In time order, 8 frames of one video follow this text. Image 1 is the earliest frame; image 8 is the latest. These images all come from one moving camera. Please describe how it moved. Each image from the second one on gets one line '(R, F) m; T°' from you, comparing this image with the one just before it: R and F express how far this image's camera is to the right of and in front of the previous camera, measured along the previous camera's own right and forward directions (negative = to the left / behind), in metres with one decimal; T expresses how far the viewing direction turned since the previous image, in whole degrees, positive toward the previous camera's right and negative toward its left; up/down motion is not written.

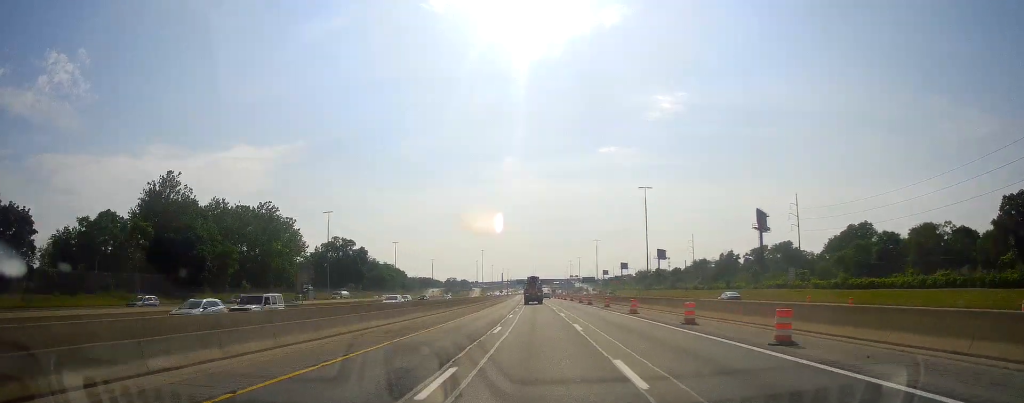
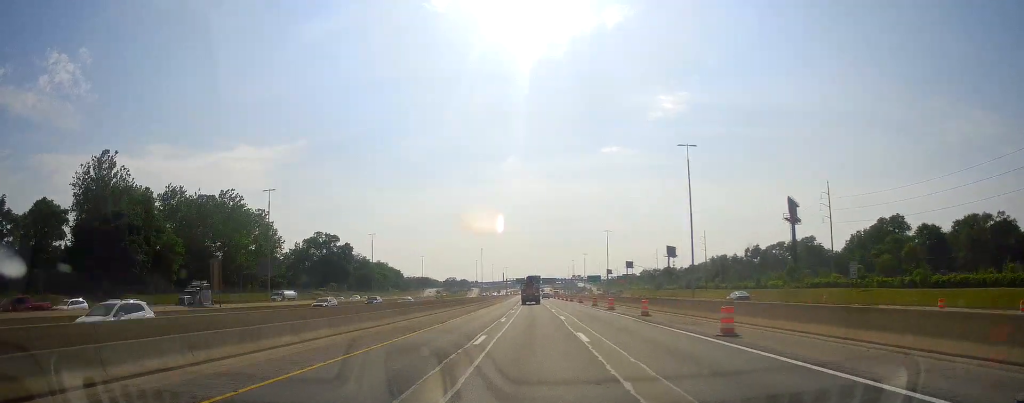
(+0.1, +20.4) m; 0°
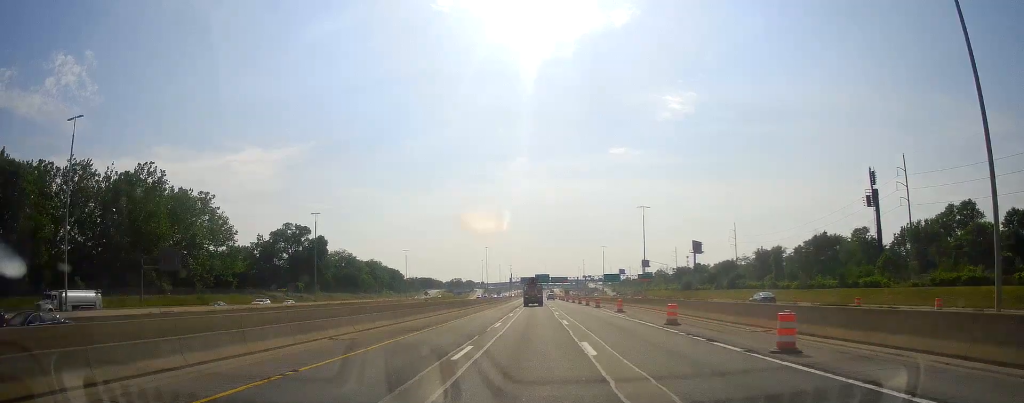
(0.0, +34.5) m; 0°
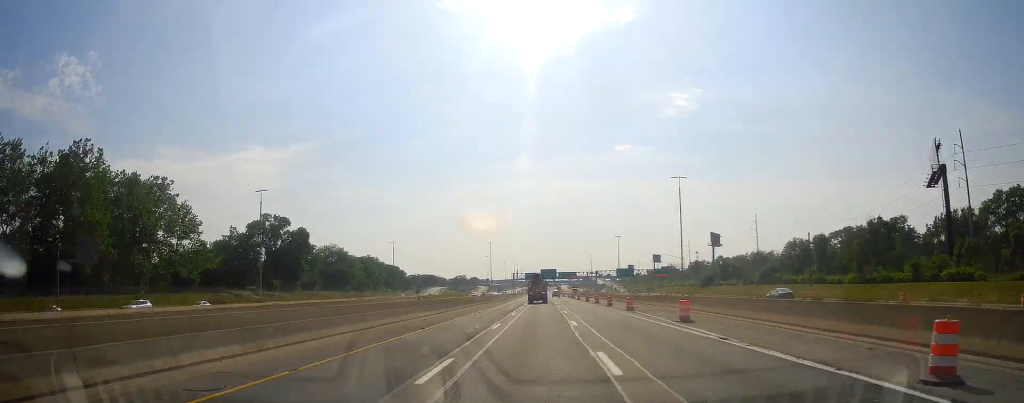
(-0.2, +19.5) m; 0°
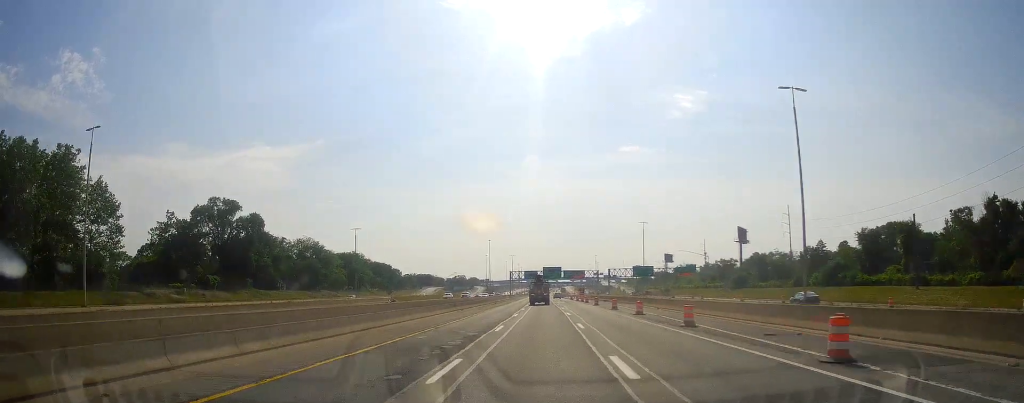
(+0.5, +30.6) m; -1°
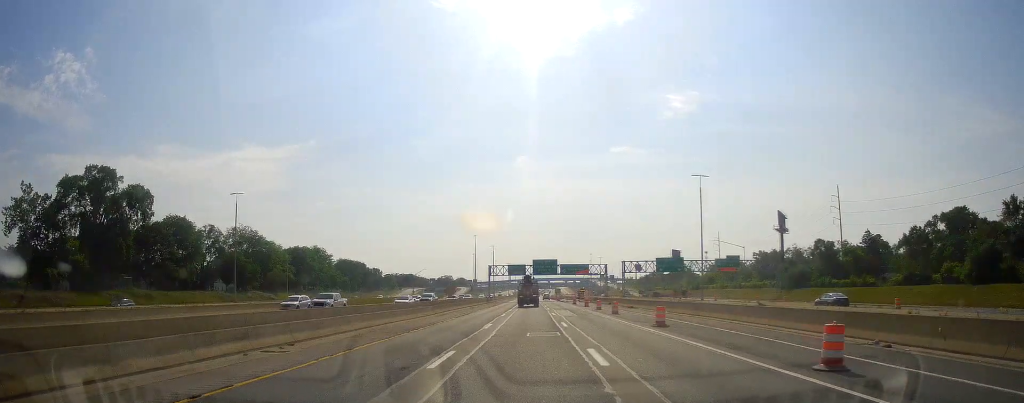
(-0.7, +42.8) m; 0°
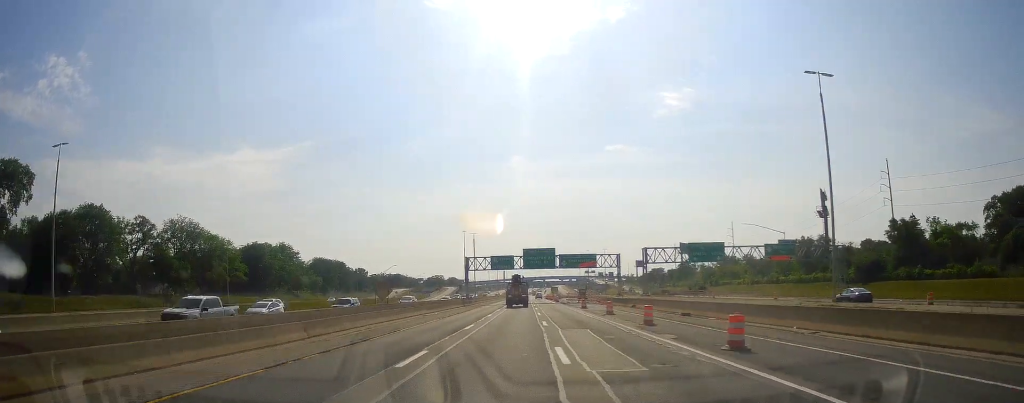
(+0.6, +30.1) m; +1°
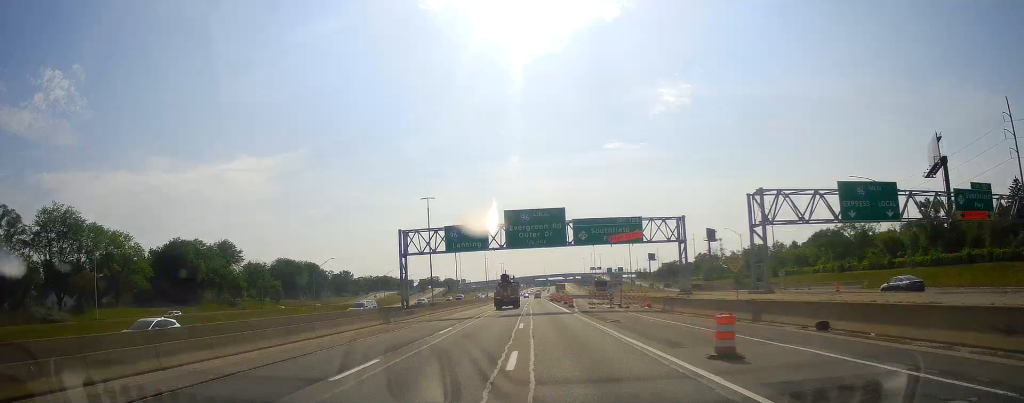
(0.0, +46.5) m; 0°
